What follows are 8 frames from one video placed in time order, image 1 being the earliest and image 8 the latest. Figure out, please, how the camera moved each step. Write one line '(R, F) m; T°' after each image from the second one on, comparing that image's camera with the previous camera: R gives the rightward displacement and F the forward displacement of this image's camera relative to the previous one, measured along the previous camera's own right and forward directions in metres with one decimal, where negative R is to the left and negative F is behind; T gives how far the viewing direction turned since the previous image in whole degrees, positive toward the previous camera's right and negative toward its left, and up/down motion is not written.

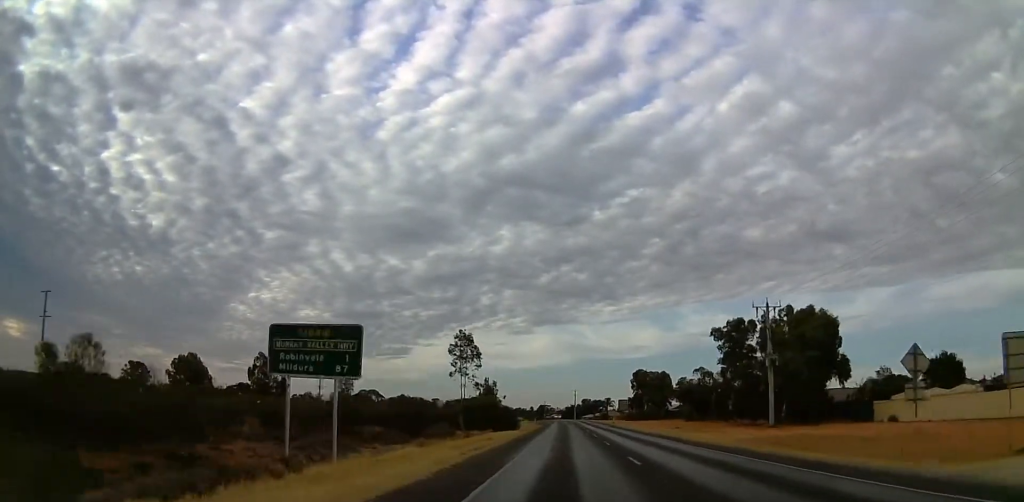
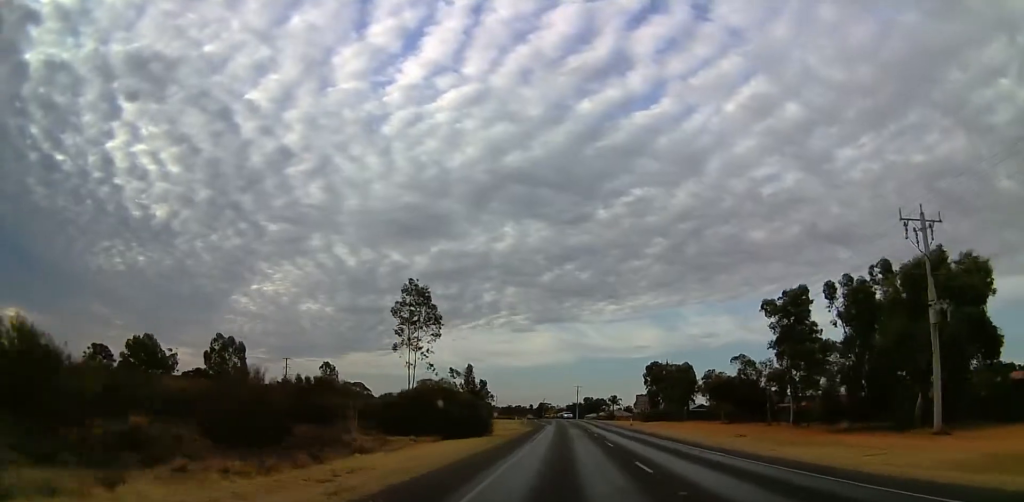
(0.0, +25.9) m; 0°
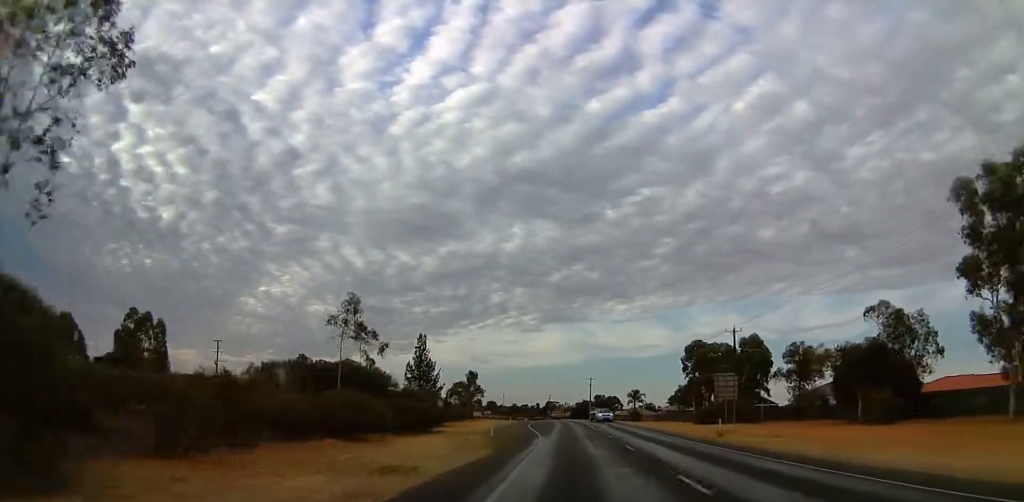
(0.0, +40.2) m; 0°
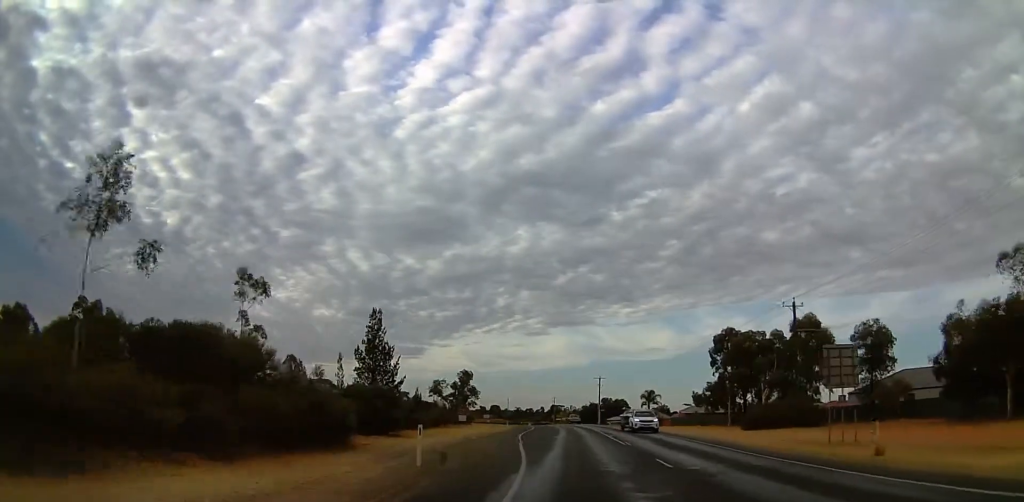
(0.0, +17.1) m; 0°
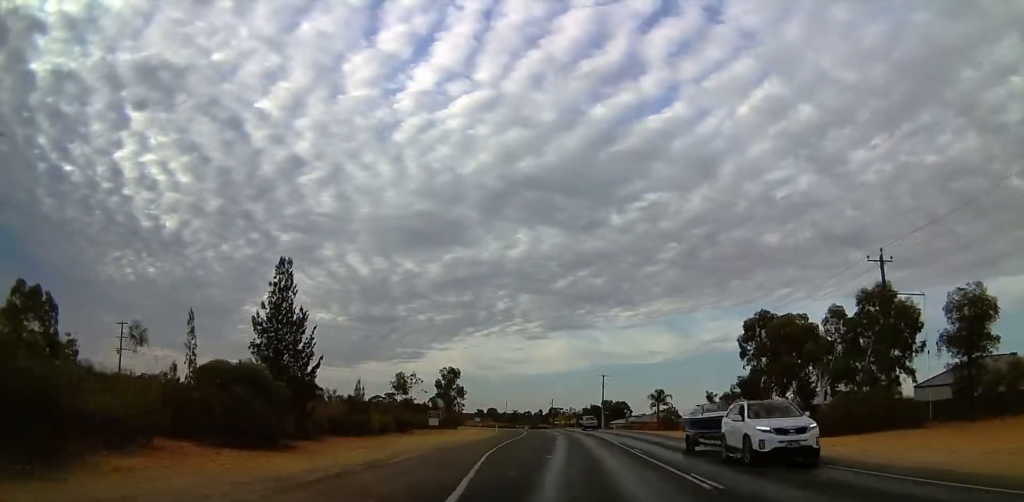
(0.0, +16.3) m; 0°
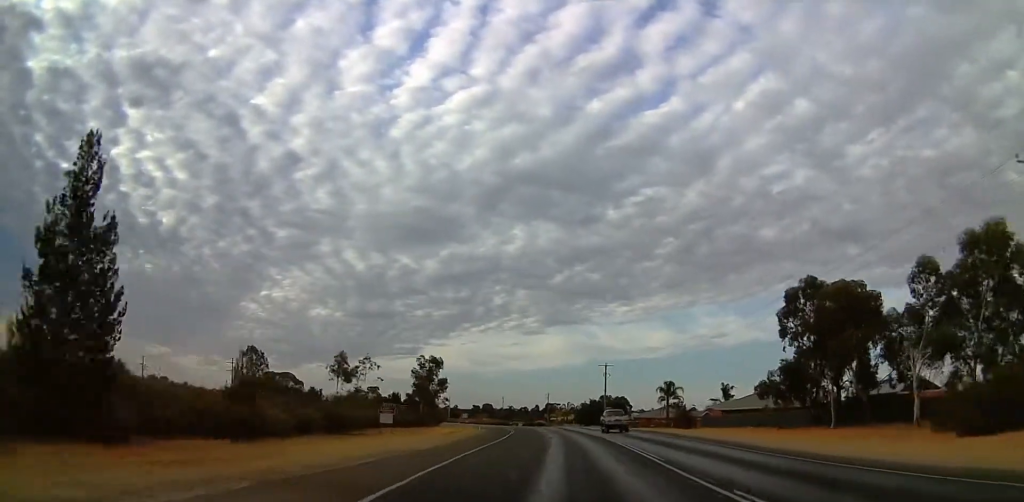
(0.0, +15.6) m; 0°
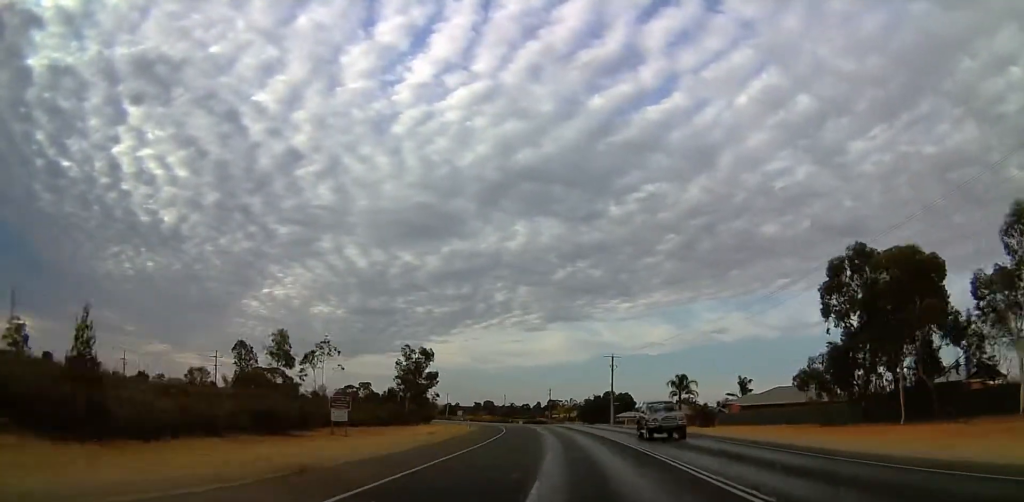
(0.0, +10.4) m; 0°
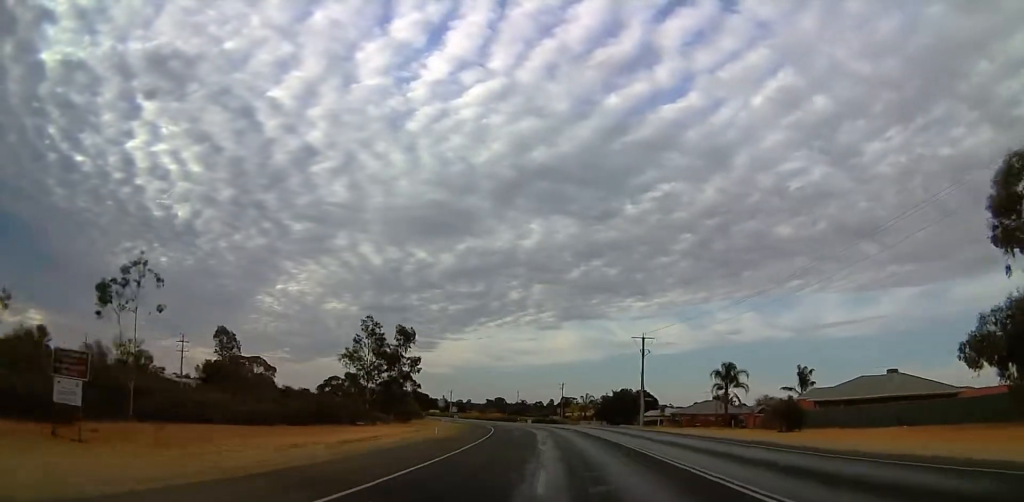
(0.0, +22.9) m; -1°
